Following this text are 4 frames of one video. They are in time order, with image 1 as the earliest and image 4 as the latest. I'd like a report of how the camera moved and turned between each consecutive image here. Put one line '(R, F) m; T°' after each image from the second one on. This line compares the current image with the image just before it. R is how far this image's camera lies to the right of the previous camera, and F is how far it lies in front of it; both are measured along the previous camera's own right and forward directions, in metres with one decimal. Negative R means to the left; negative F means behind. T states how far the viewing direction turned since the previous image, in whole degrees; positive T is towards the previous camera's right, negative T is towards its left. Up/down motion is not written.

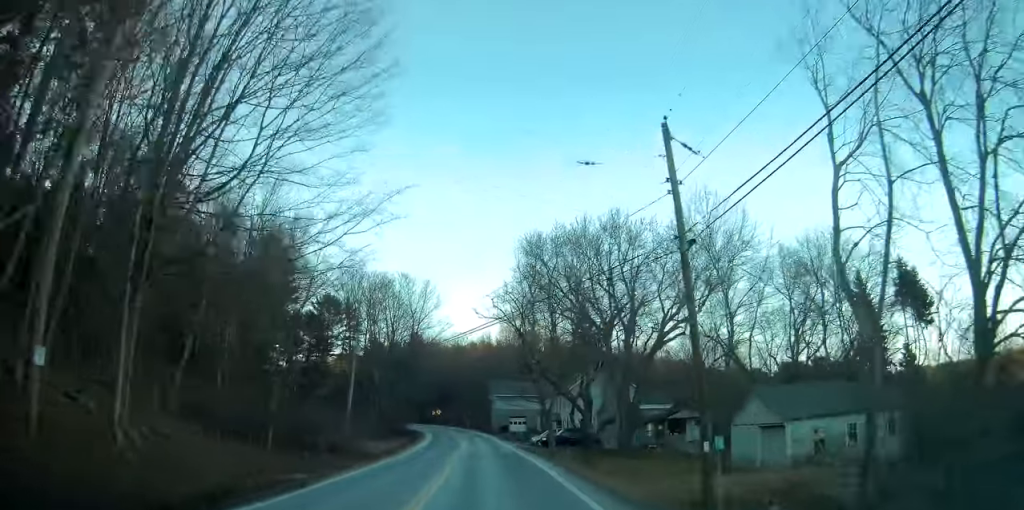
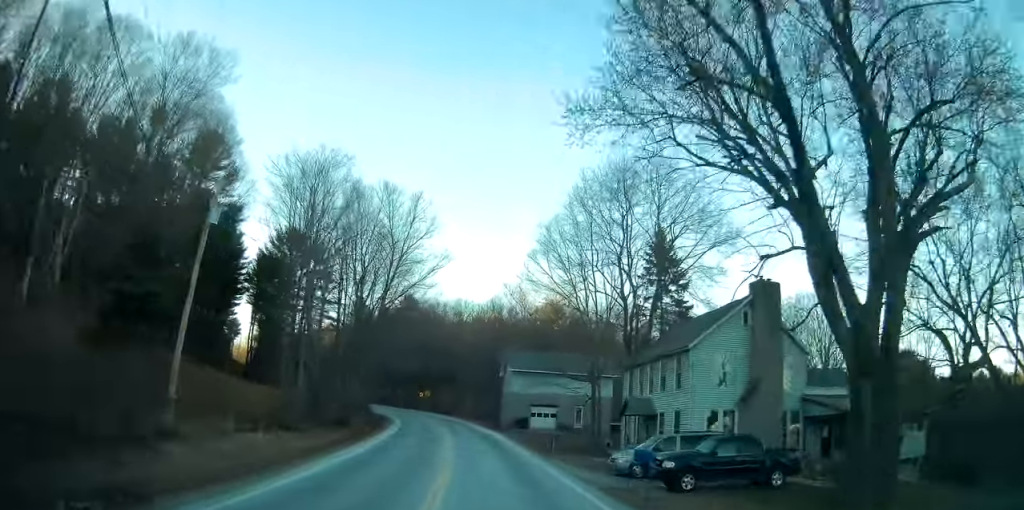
(-0.7, +32.3) m; -1°
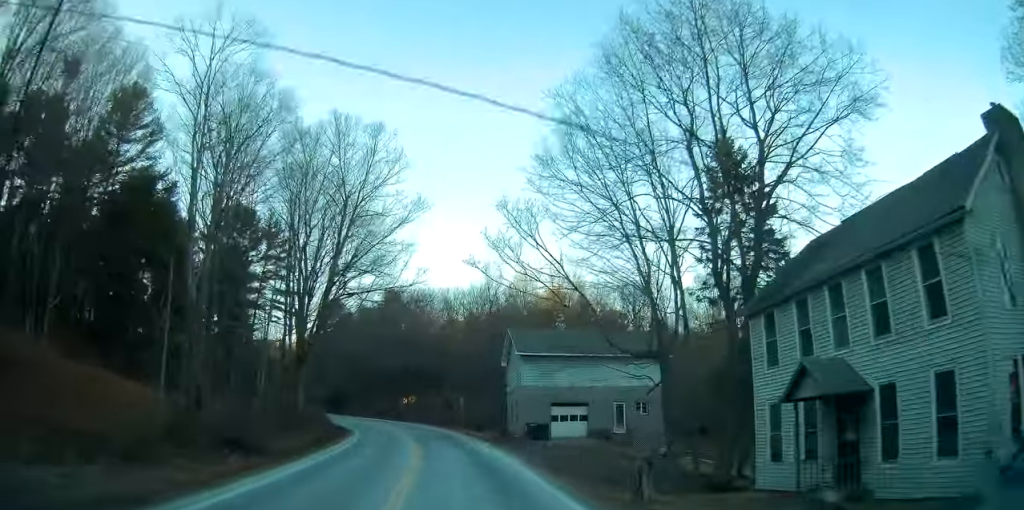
(+0.2, +18.2) m; -1°
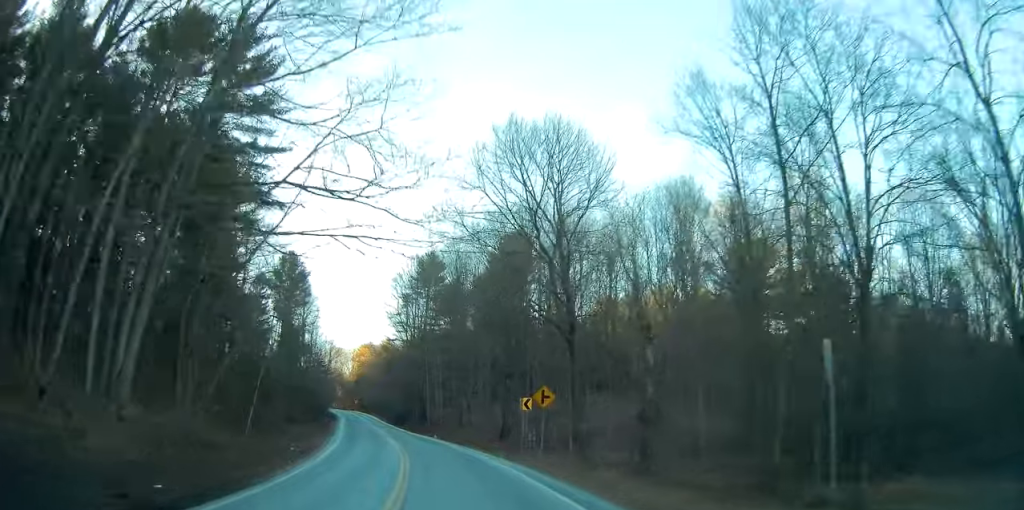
(-3.6, +46.0) m; -12°
